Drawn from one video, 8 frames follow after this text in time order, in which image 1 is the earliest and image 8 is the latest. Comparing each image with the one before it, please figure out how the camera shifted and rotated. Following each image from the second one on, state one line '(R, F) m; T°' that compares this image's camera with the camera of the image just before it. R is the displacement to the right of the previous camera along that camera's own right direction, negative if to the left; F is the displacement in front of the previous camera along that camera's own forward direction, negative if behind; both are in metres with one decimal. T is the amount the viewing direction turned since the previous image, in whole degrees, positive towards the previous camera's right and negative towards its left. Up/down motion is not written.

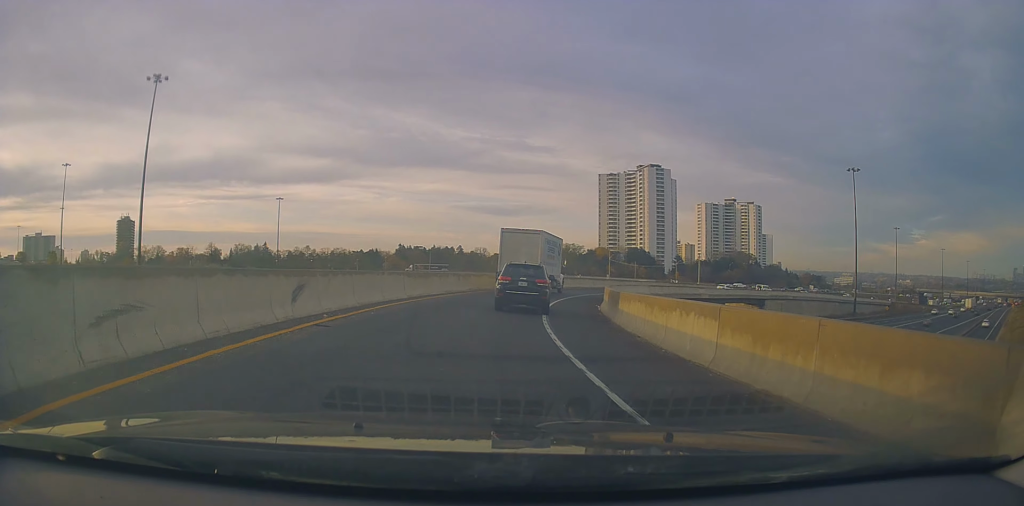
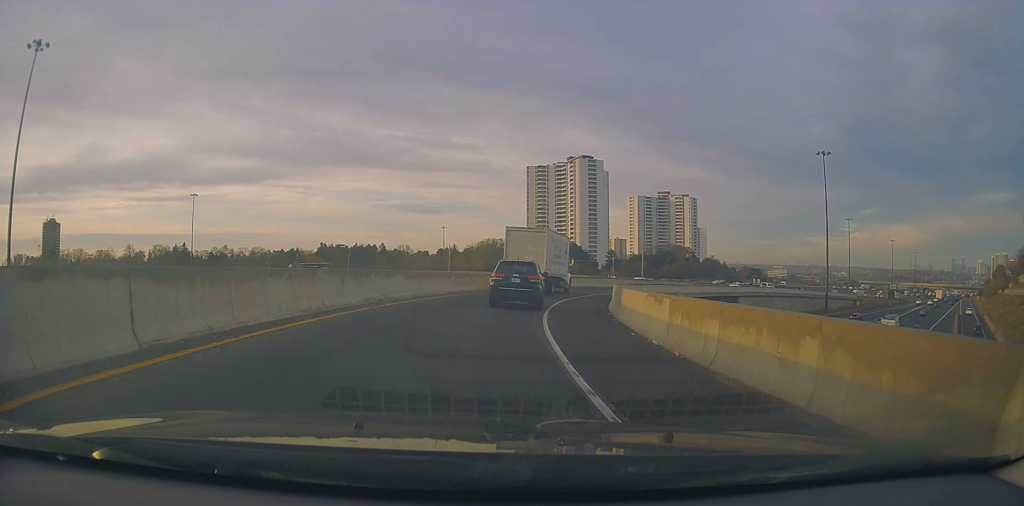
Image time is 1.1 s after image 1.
(+1.0, +16.3) m; +8°
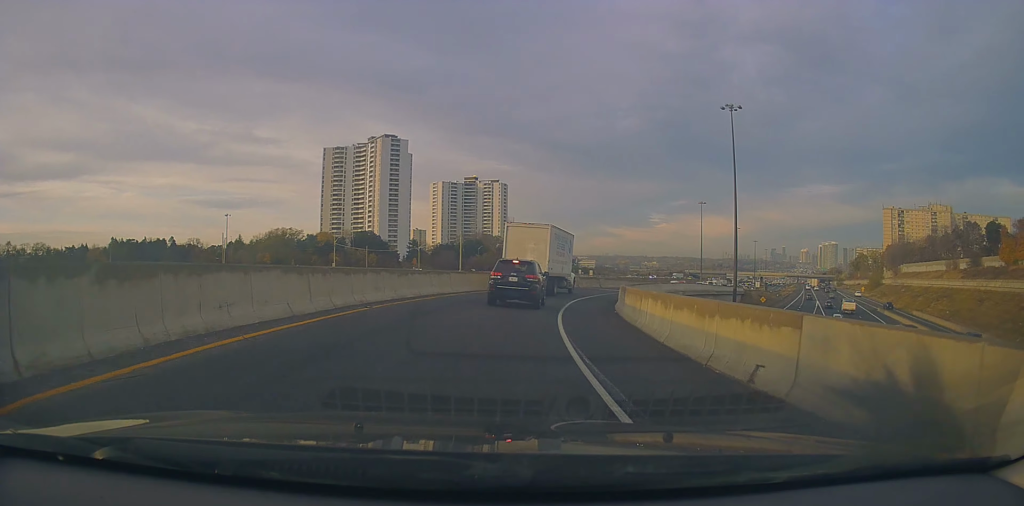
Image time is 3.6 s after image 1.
(+5.9, +36.8) m; +21°
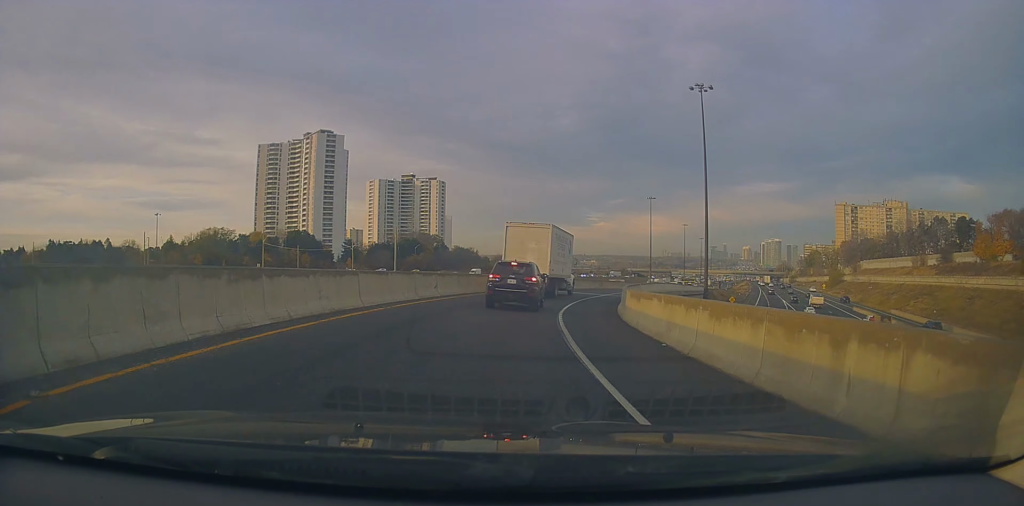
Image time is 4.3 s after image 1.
(+0.8, +11.2) m; +5°
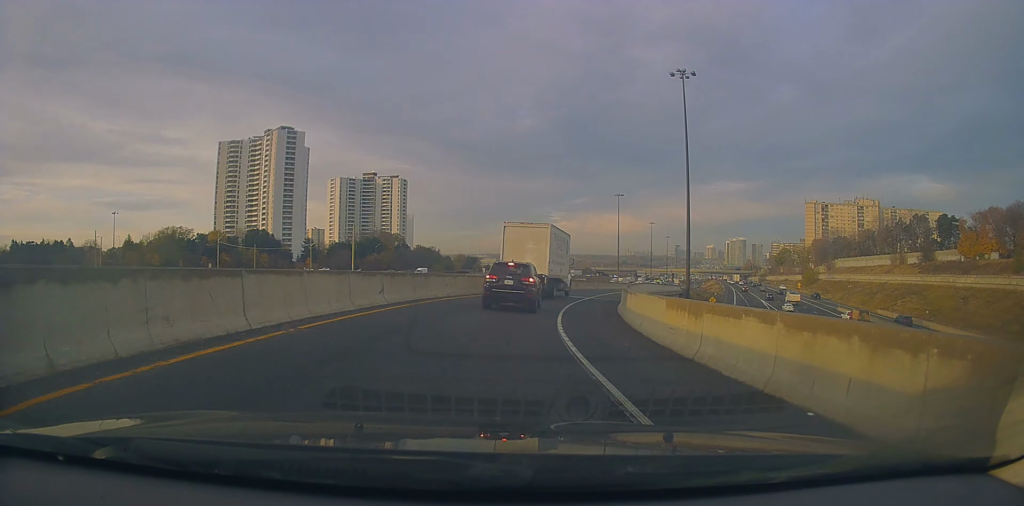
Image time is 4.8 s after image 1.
(+0.1, +6.5) m; +3°
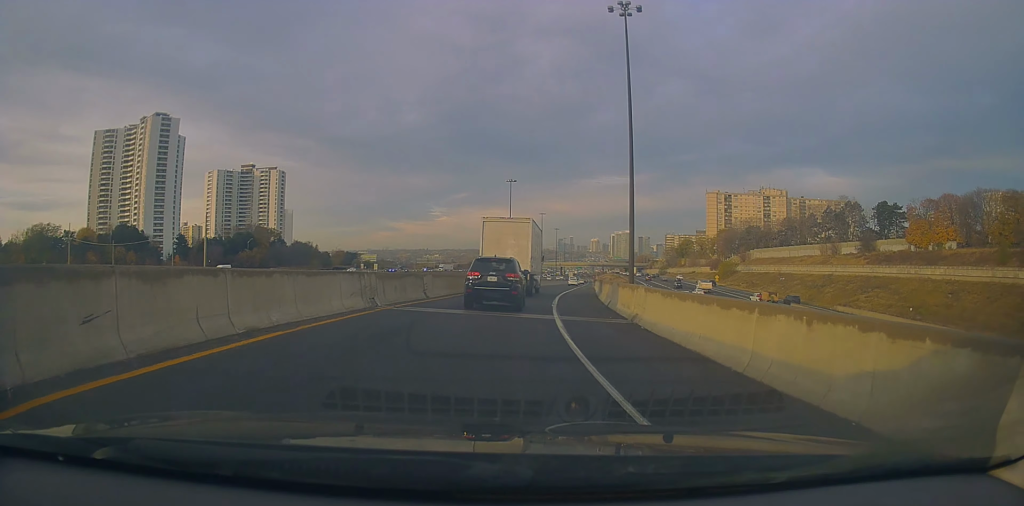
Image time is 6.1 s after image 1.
(+2.3, +21.0) m; +14°
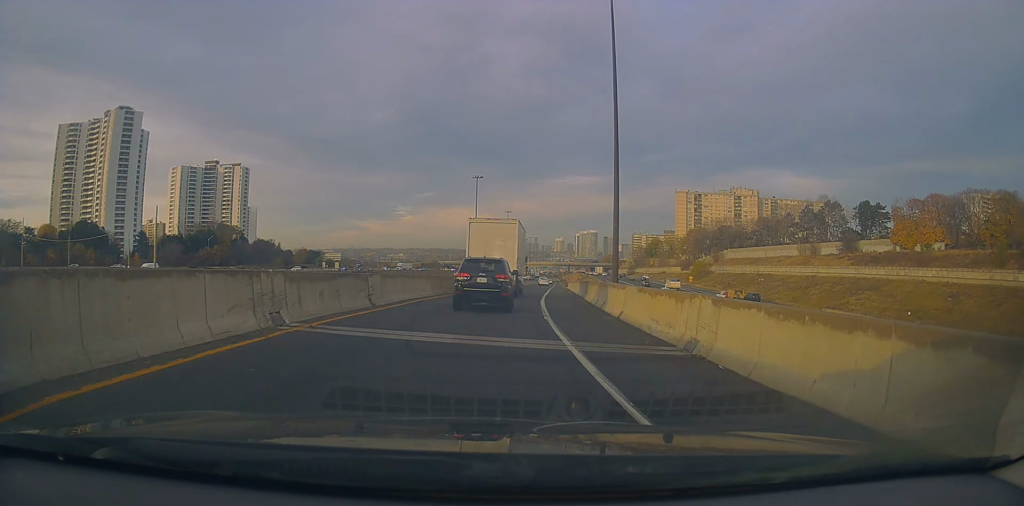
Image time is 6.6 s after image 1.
(+0.2, +7.0) m; +5°
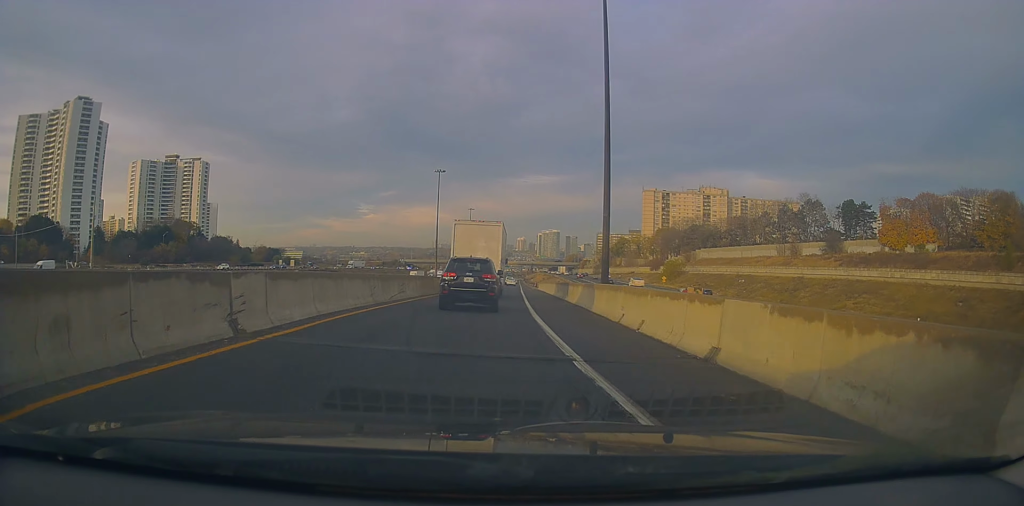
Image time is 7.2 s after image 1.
(+0.6, +9.1) m; +4°
